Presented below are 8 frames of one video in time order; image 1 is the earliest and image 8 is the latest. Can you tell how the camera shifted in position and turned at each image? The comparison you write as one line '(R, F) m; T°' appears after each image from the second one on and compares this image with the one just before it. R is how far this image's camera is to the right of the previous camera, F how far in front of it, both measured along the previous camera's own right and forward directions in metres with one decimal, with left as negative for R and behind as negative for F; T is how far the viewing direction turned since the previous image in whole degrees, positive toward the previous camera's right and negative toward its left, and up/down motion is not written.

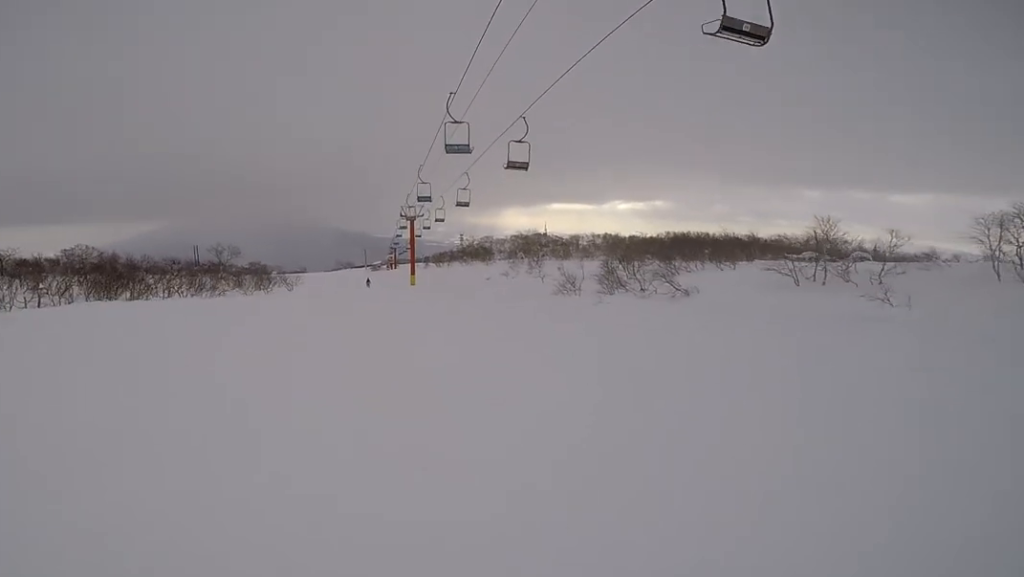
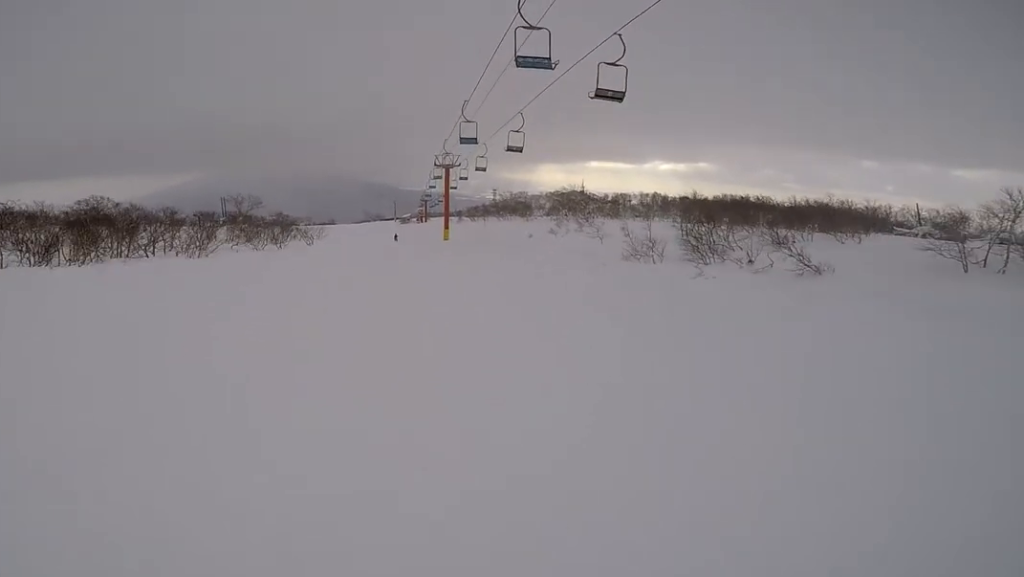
(+0.3, +5.0) m; -5°
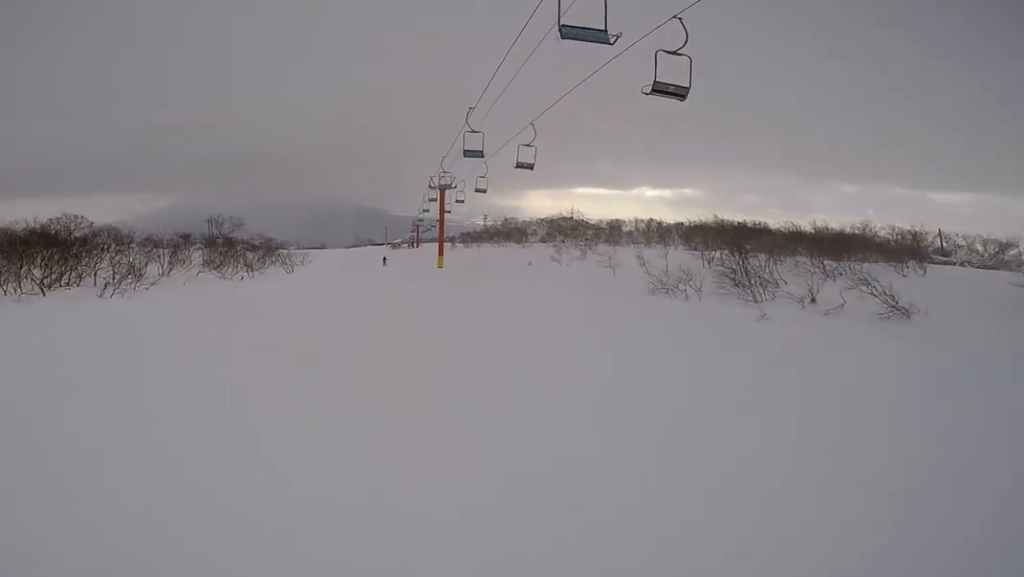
(-0.9, +4.1) m; -5°
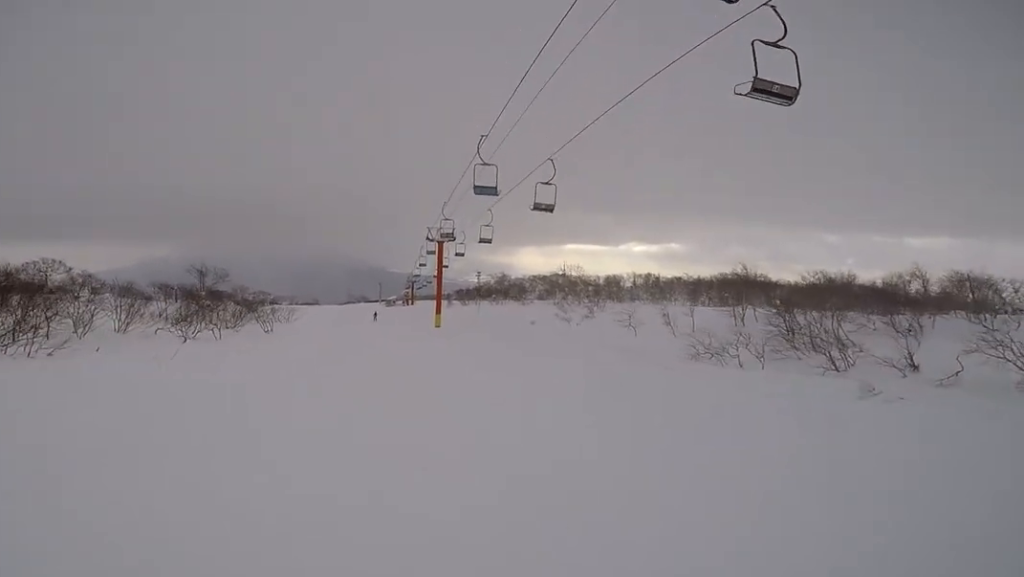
(0.0, +4.3) m; +2°
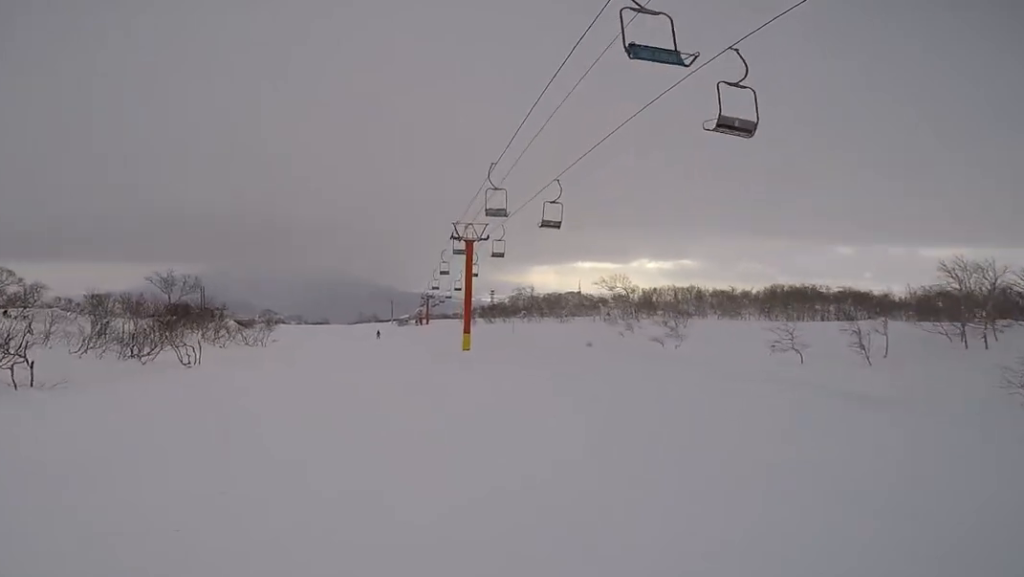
(+1.2, +12.3) m; 0°
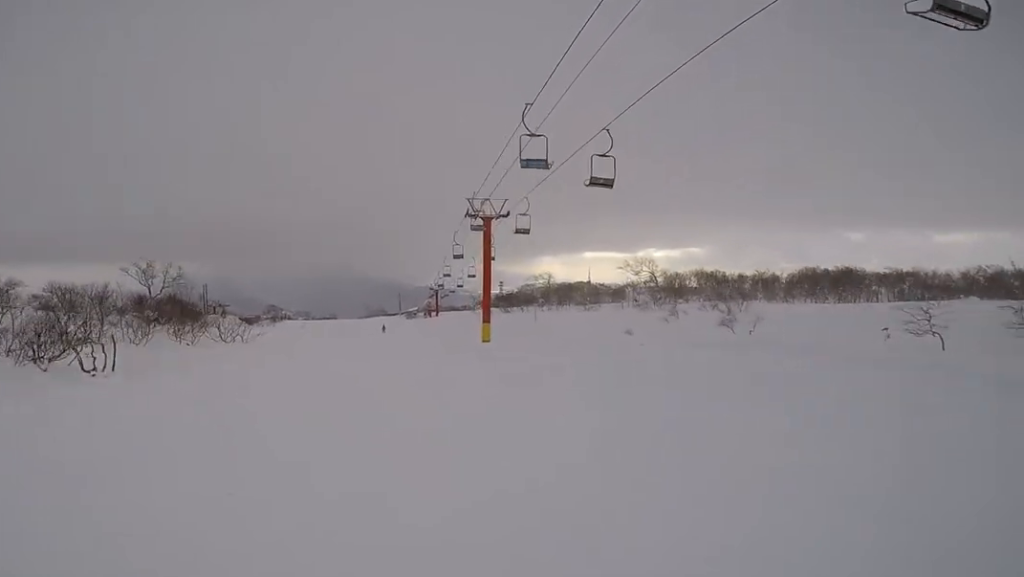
(-0.7, +5.1) m; 0°
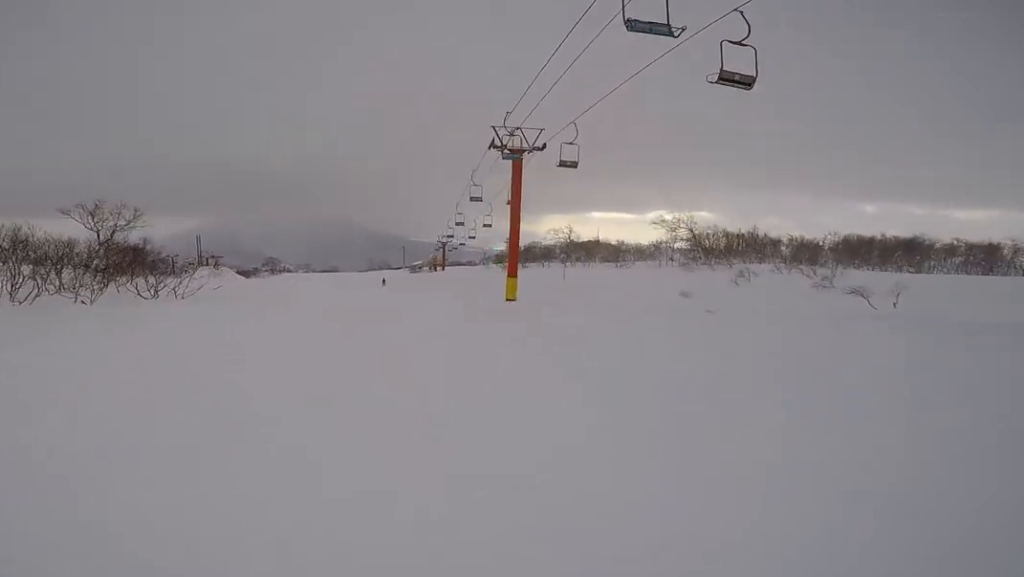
(+0.3, +6.9) m; 0°
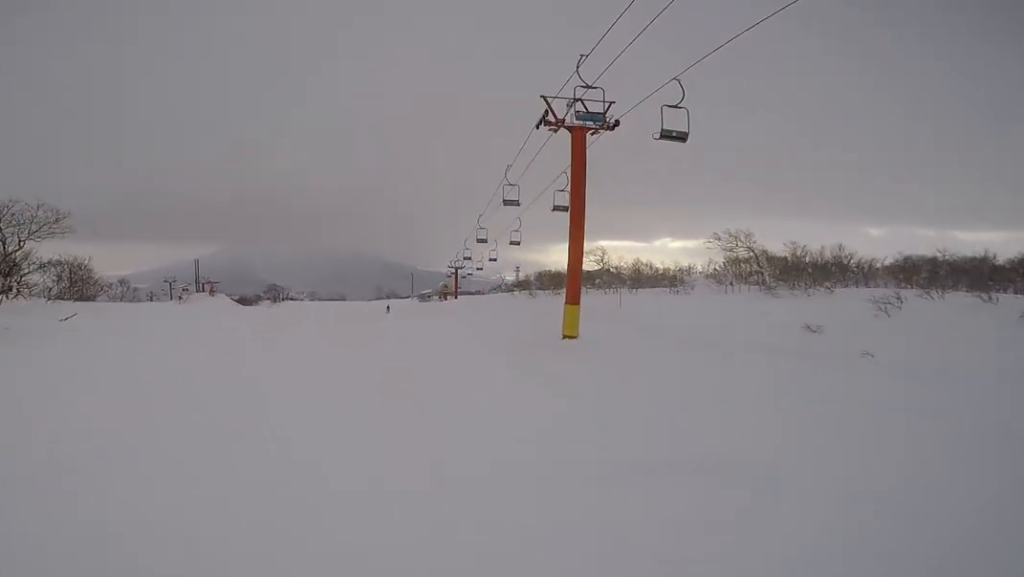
(-0.2, +8.9) m; 0°
